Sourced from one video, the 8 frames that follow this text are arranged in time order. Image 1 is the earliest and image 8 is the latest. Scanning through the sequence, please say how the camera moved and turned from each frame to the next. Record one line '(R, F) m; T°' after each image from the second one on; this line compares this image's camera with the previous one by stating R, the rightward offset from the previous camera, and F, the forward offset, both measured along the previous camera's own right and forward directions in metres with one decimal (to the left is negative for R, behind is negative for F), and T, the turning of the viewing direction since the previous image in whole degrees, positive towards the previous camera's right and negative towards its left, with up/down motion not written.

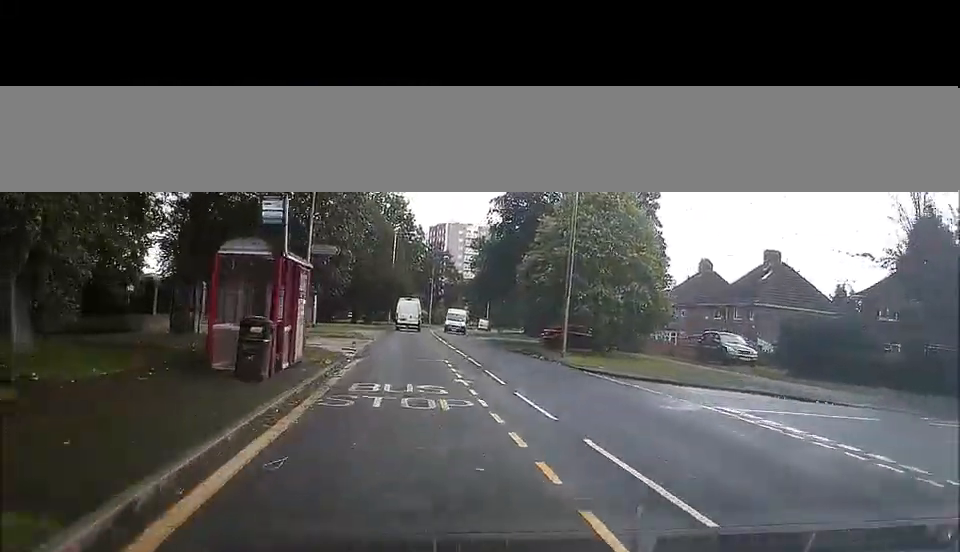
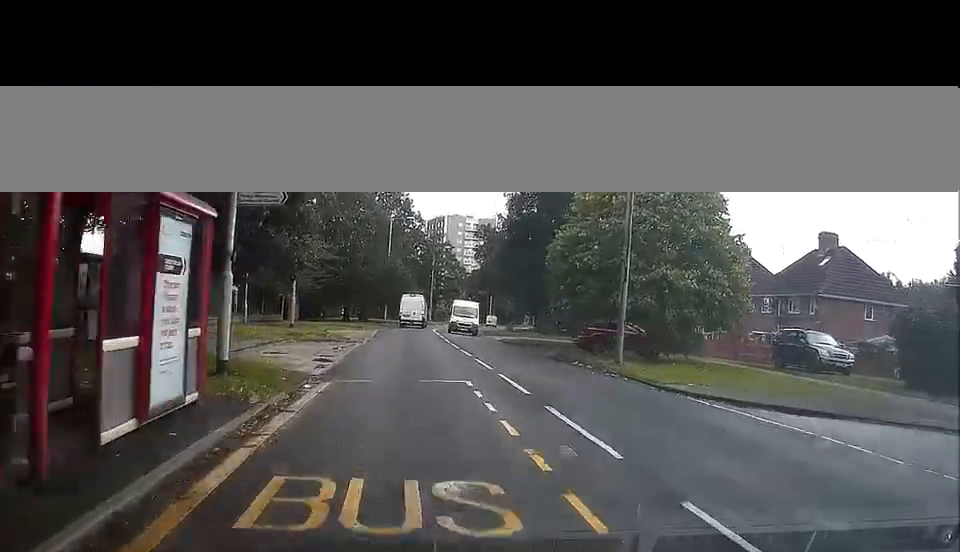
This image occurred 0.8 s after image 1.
(-0.1, +9.5) m; -1°
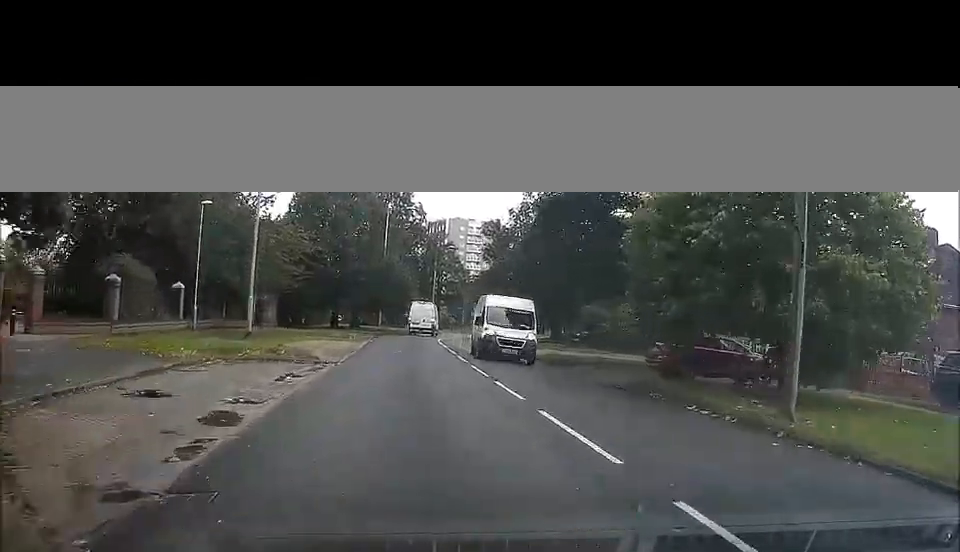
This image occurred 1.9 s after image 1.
(-0.1, +12.0) m; 0°
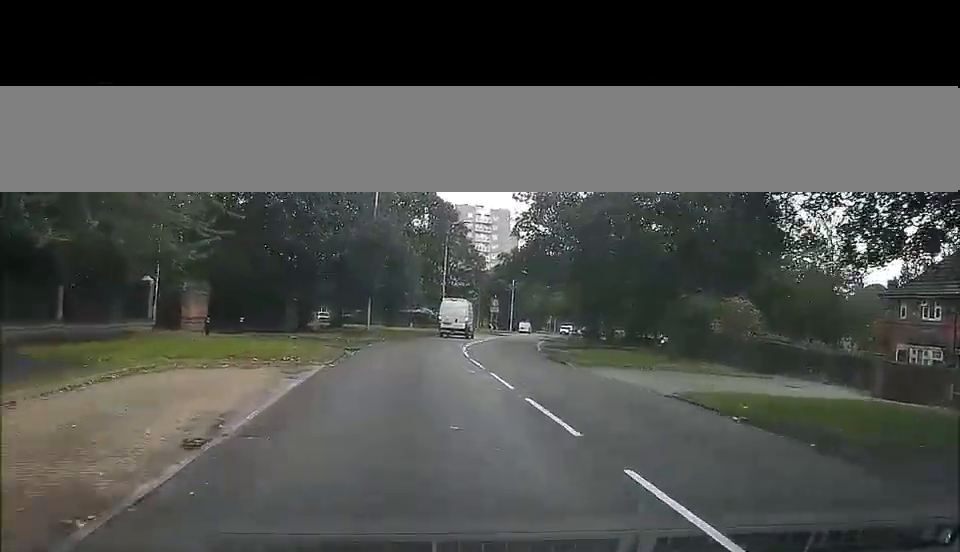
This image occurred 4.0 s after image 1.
(0.0, +22.6) m; 0°
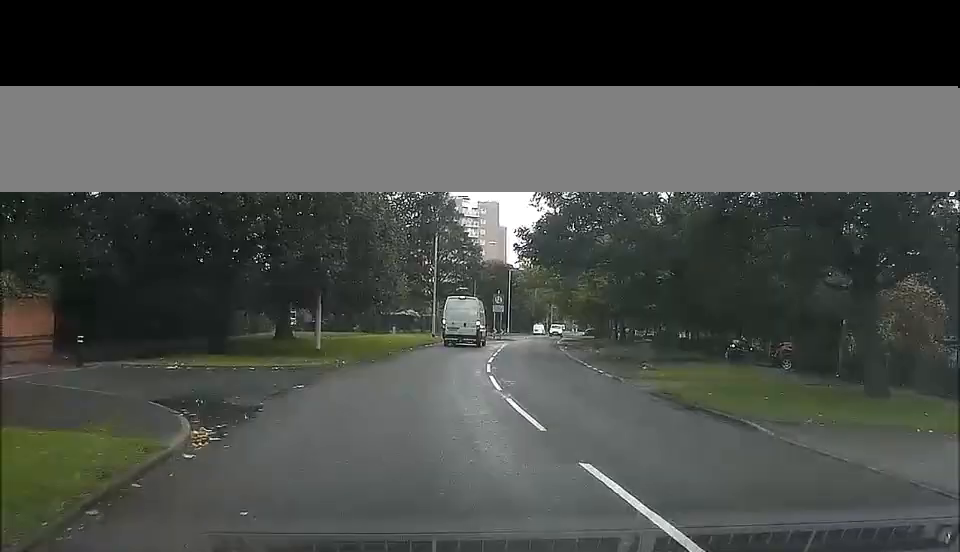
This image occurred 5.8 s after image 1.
(+0.3, +17.5) m; +4°
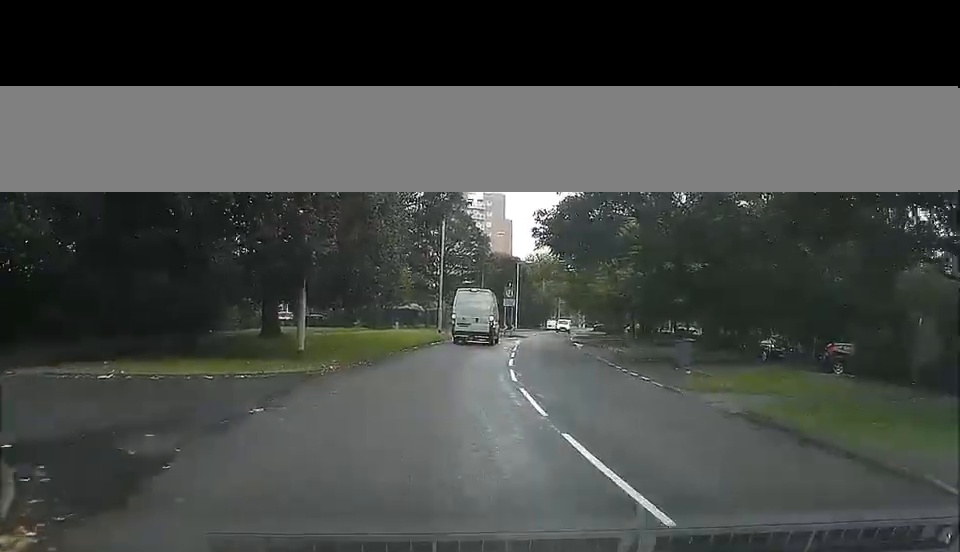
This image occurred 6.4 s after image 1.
(+0.2, +5.0) m; +2°
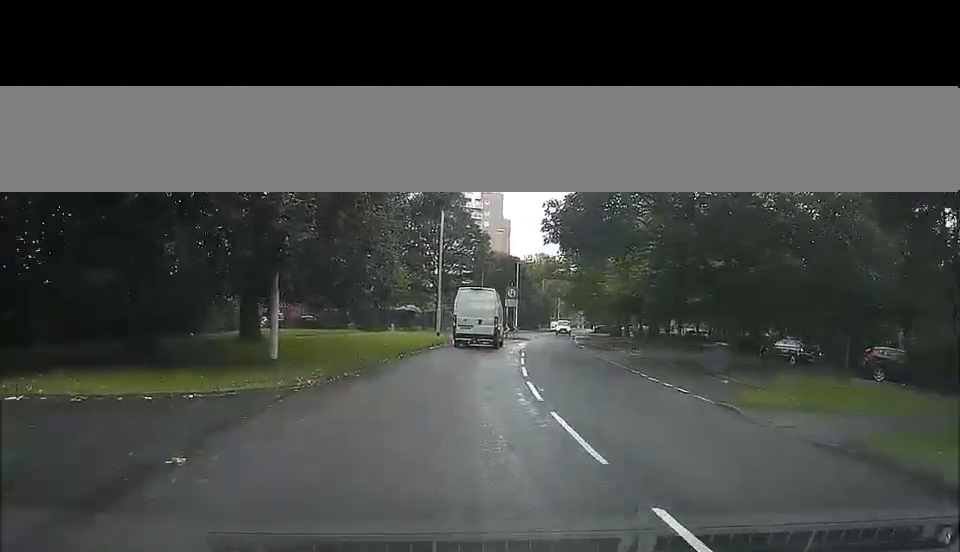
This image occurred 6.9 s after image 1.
(0.0, +3.7) m; +1°
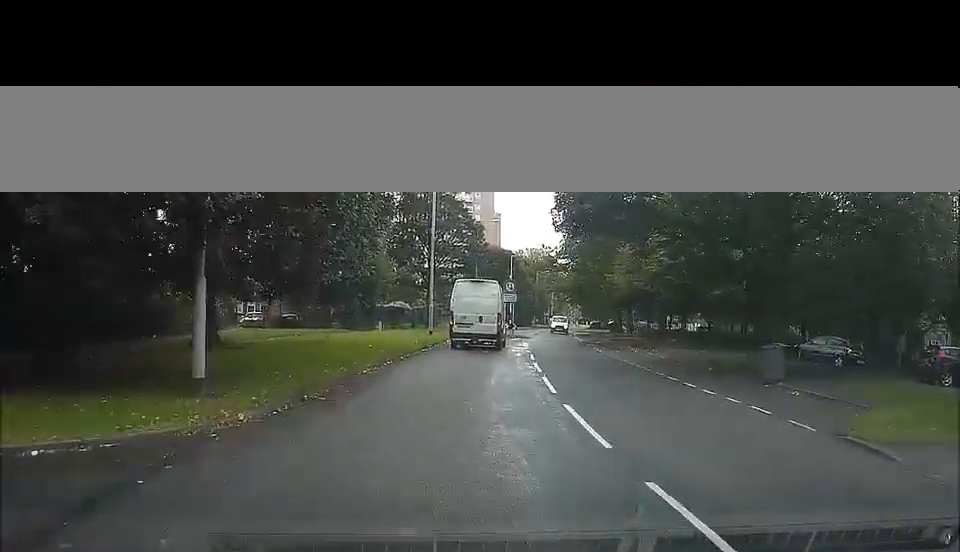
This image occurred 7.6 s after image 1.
(0.0, +5.6) m; 0°
